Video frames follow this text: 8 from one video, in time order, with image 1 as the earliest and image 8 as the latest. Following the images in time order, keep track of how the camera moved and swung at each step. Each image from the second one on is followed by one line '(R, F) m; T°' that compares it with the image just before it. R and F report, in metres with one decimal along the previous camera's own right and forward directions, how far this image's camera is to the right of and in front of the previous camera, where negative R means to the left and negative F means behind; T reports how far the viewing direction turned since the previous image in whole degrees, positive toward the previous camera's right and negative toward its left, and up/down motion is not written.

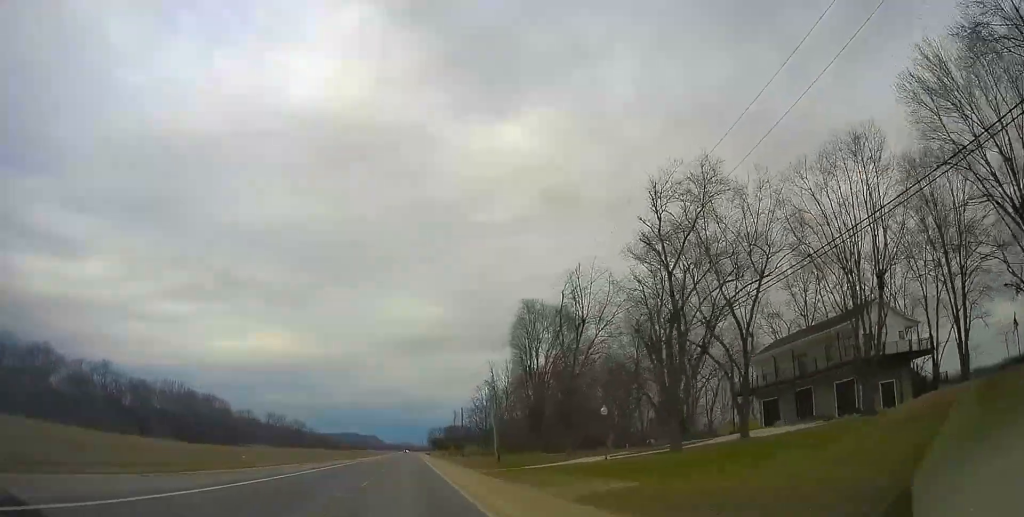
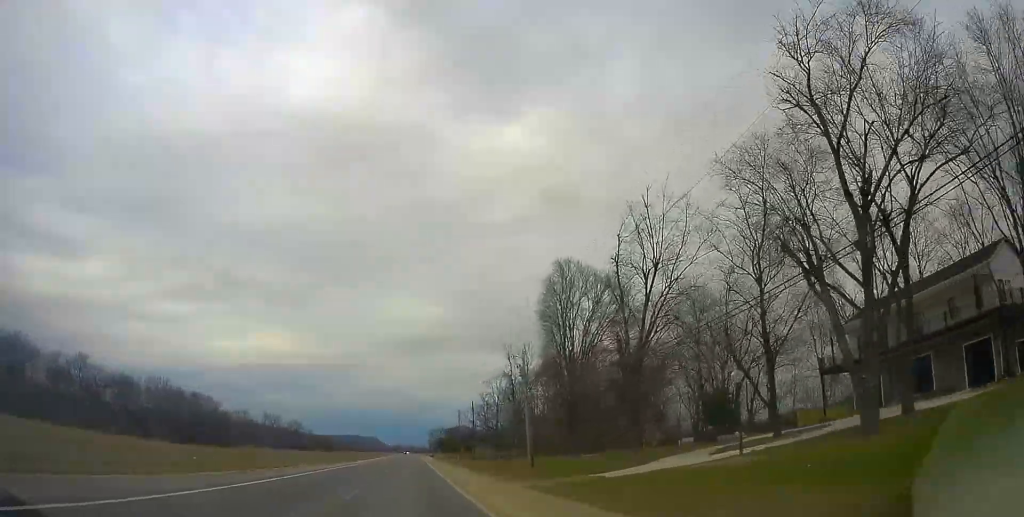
(+0.5, +16.4) m; +1°
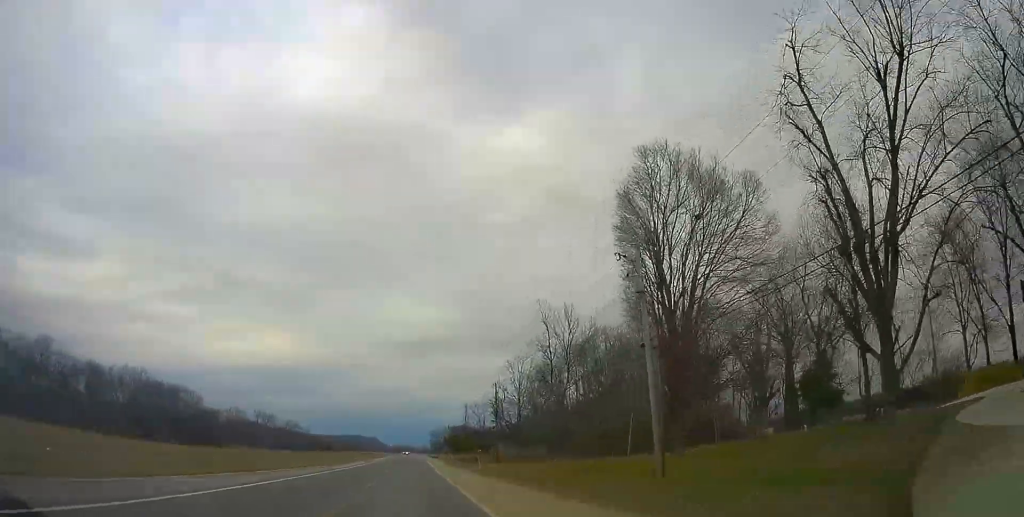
(+0.1, +23.2) m; -1°
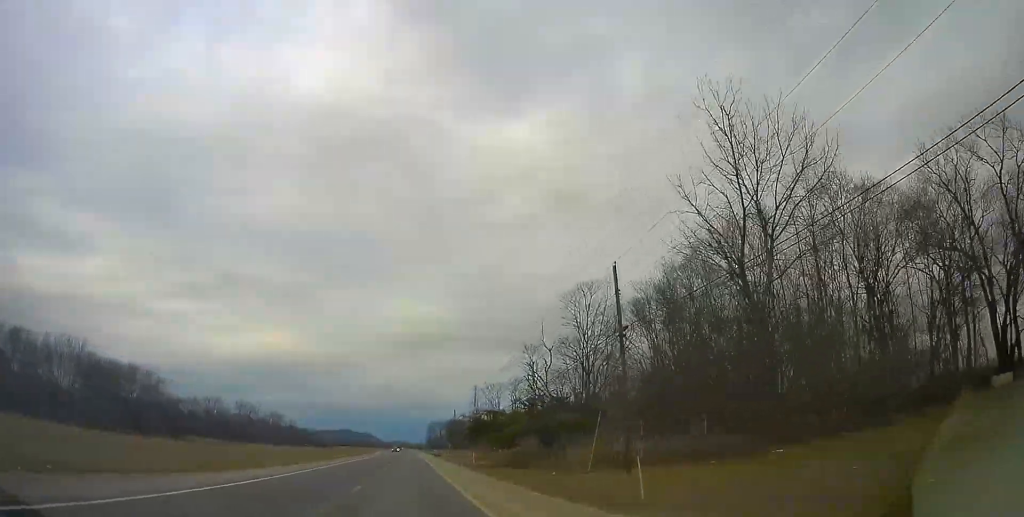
(-0.7, +38.5) m; +1°
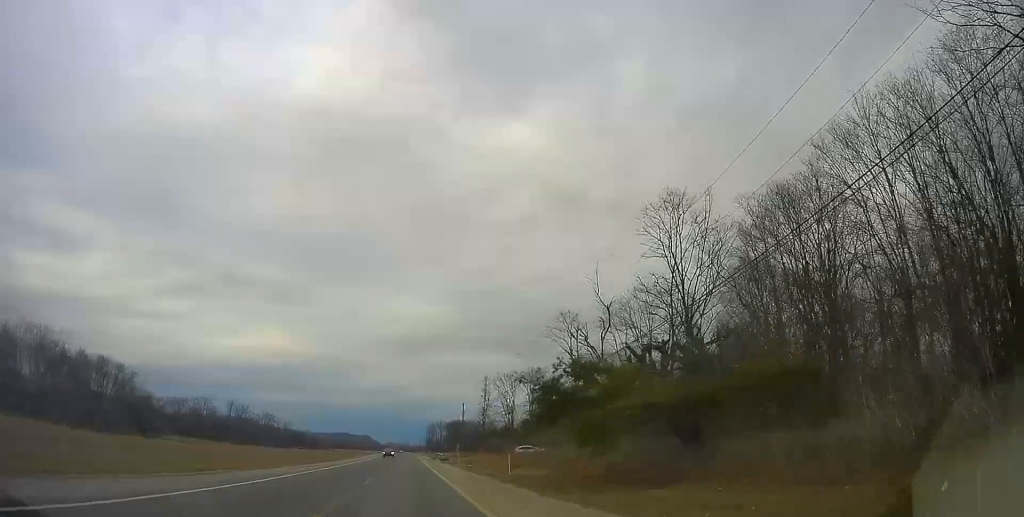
(+0.9, +20.5) m; +1°
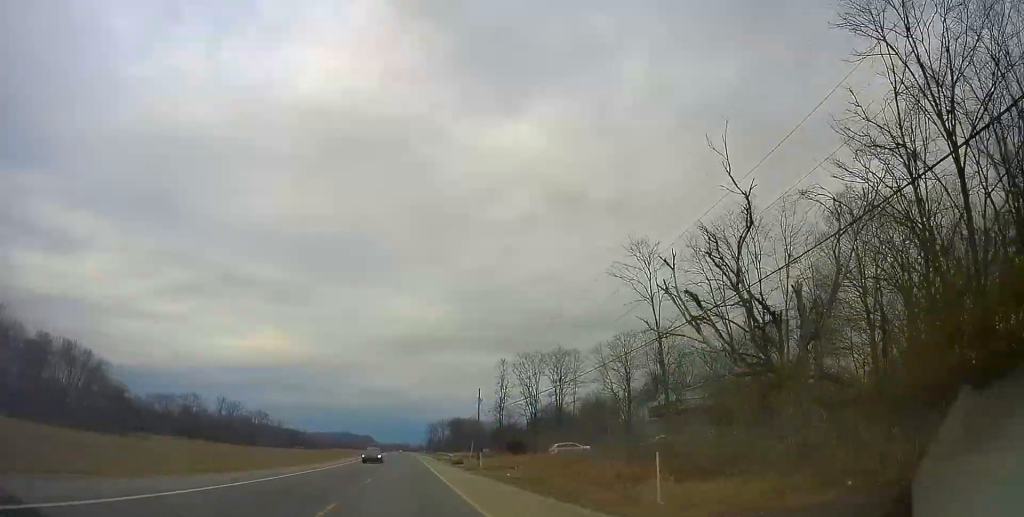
(-0.2, +21.4) m; 0°
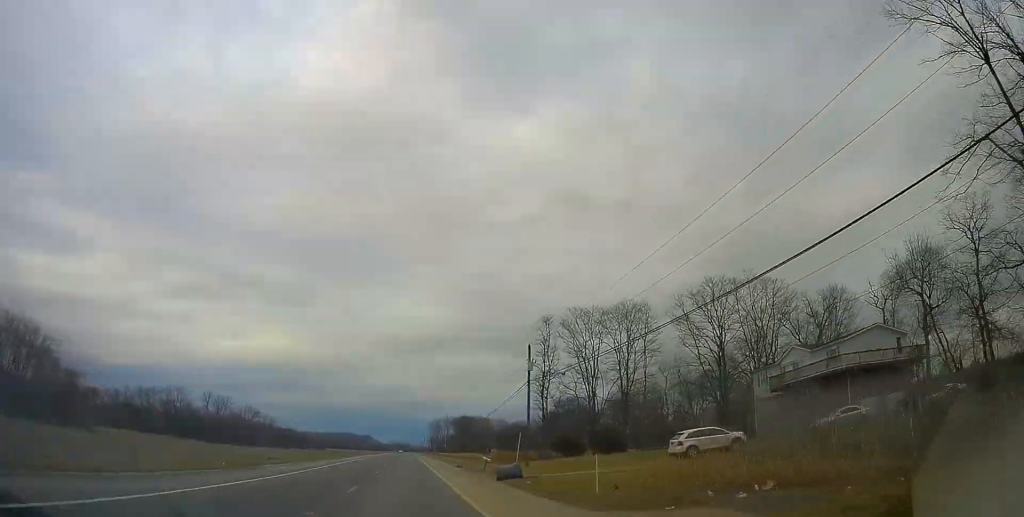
(0.0, +29.9) m; 0°
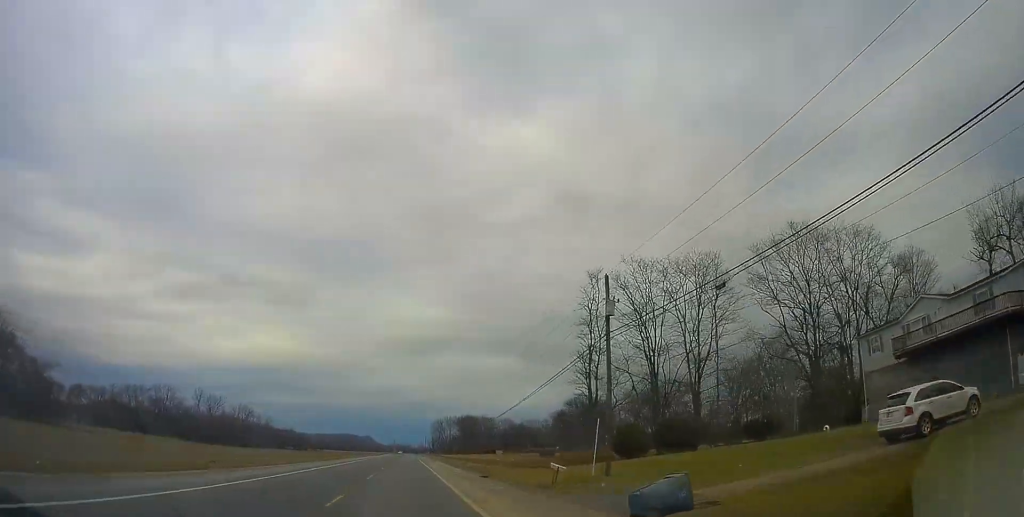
(-0.1, +17.0) m; 0°
